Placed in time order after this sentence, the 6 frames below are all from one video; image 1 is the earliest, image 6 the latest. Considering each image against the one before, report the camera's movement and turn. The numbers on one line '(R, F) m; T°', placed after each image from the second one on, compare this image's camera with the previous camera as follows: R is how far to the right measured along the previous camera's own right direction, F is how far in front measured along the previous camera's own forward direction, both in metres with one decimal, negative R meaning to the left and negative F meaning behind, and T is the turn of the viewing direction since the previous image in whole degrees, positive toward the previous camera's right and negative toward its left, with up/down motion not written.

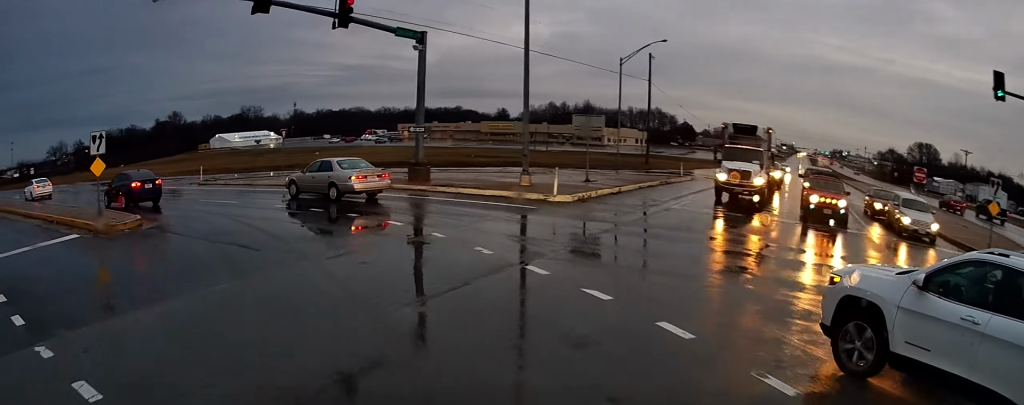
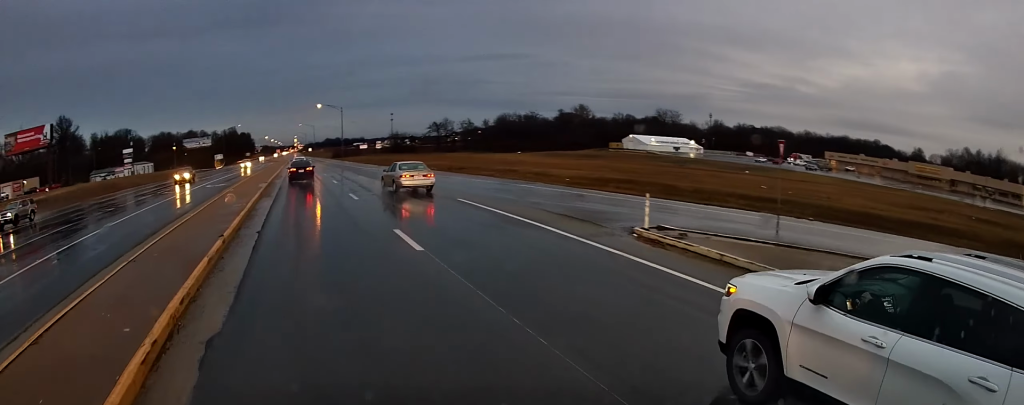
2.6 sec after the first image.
(-7.0, +18.4) m; -45°
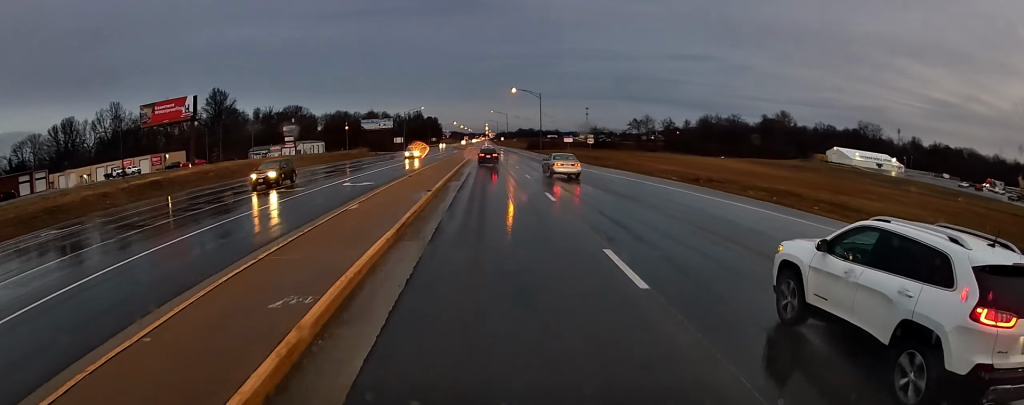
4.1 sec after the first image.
(-2.8, +14.2) m; -15°
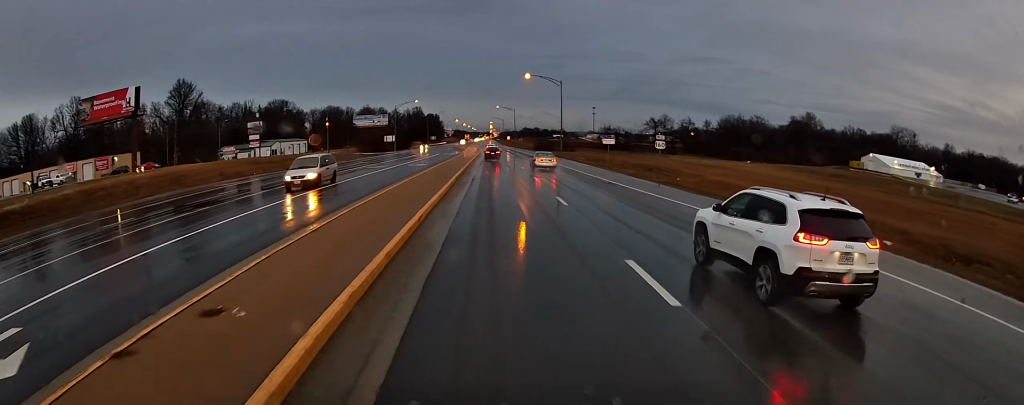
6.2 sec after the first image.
(0.0, +24.1) m; 0°
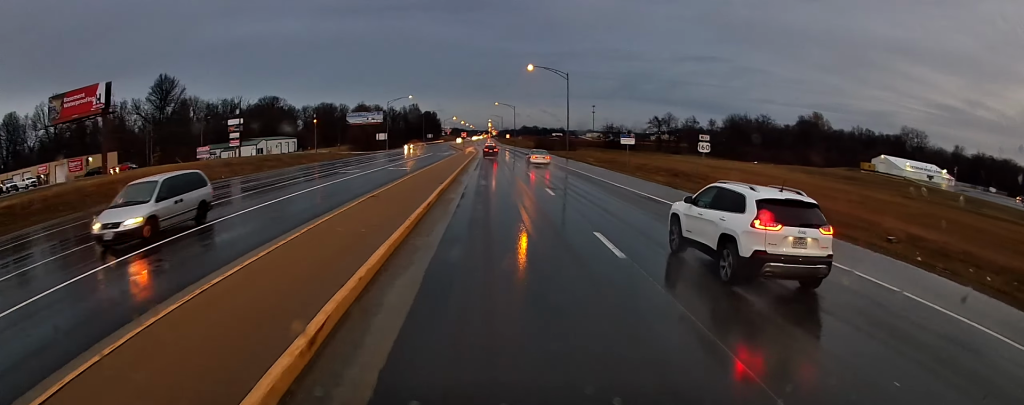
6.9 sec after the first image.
(0.0, +8.6) m; 0°
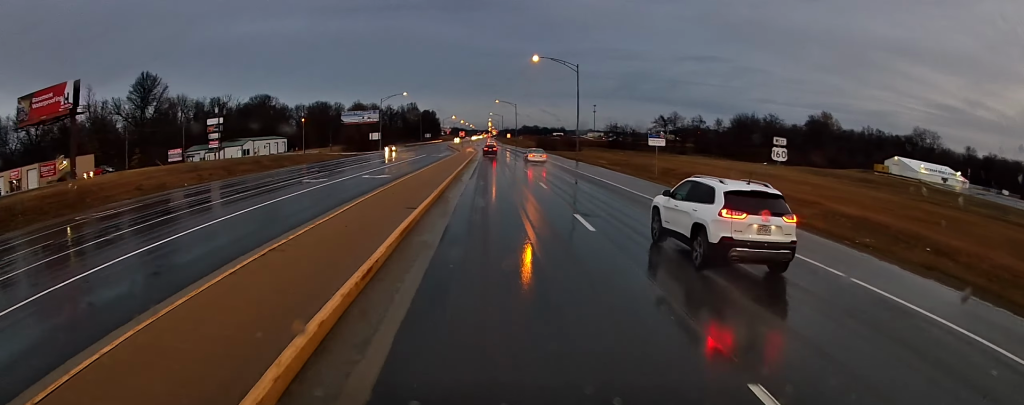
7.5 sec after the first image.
(0.0, +8.7) m; 0°
